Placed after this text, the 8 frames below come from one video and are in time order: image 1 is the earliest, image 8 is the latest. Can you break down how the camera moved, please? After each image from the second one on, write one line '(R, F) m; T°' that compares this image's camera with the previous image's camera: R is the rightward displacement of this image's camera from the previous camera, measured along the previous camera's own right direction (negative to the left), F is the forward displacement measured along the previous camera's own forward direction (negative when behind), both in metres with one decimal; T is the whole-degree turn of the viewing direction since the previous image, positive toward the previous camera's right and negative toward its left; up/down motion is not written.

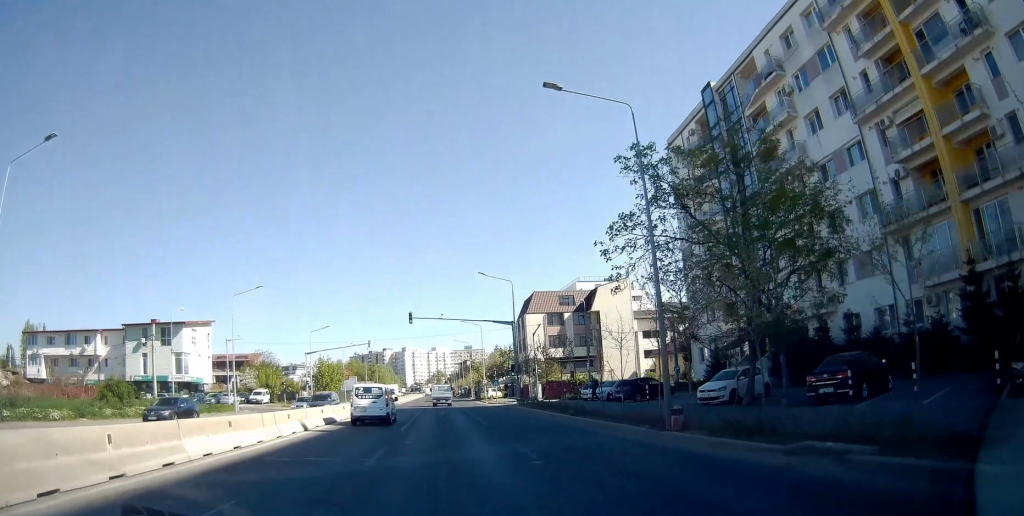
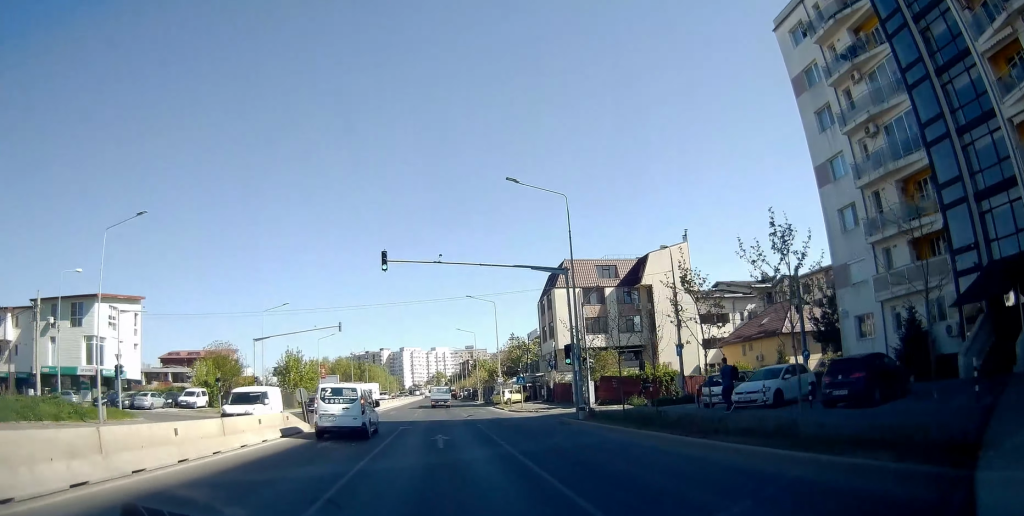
(+0.3, +21.1) m; 0°
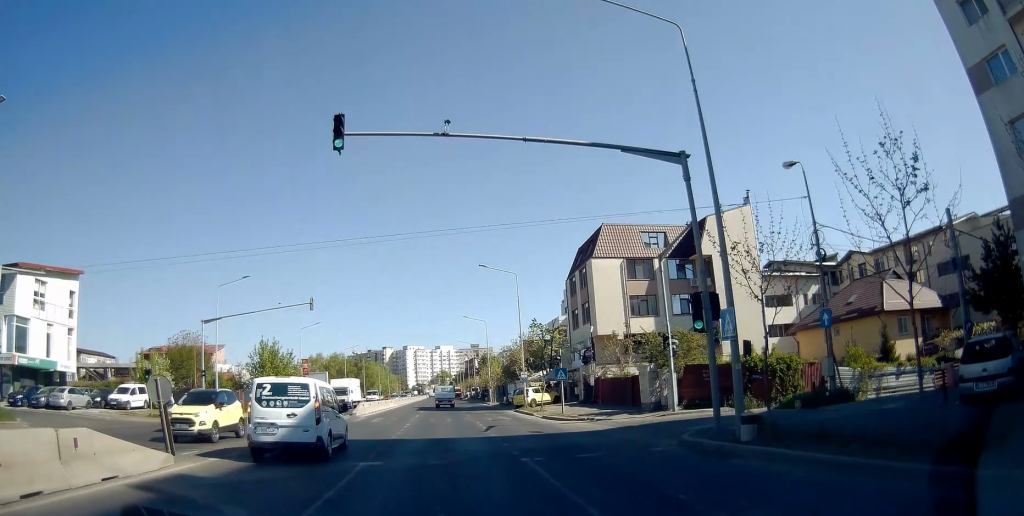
(-0.1, +13.5) m; -1°
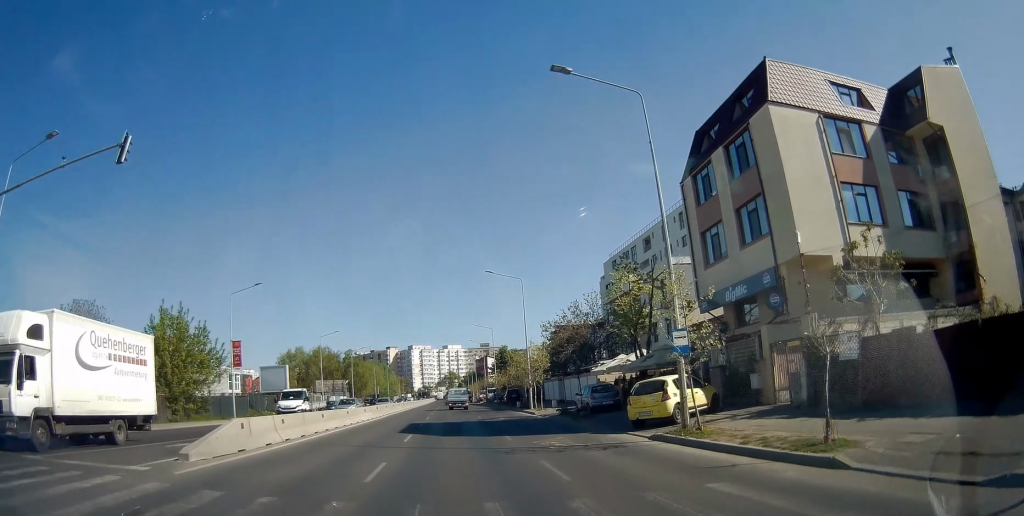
(0.0, +26.6) m; 0°
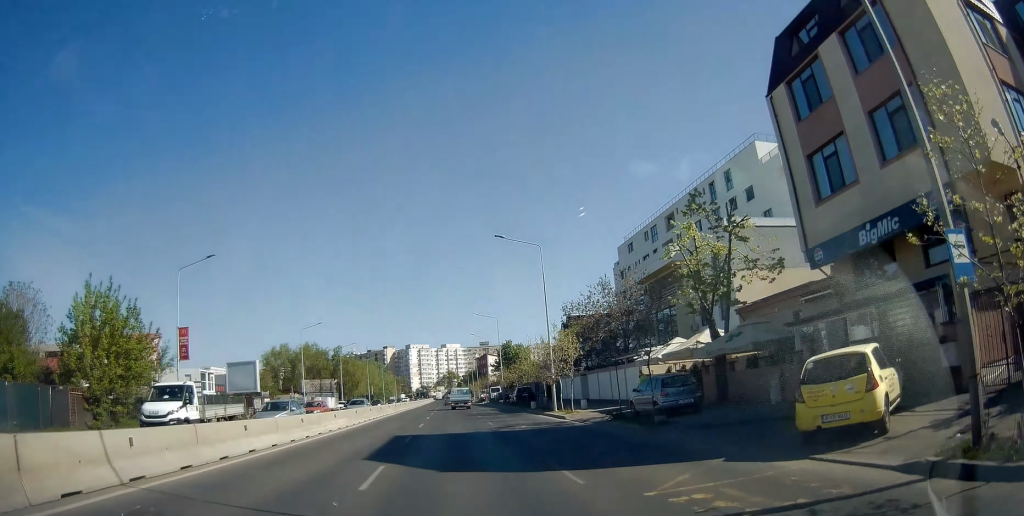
(0.0, +9.5) m; -1°
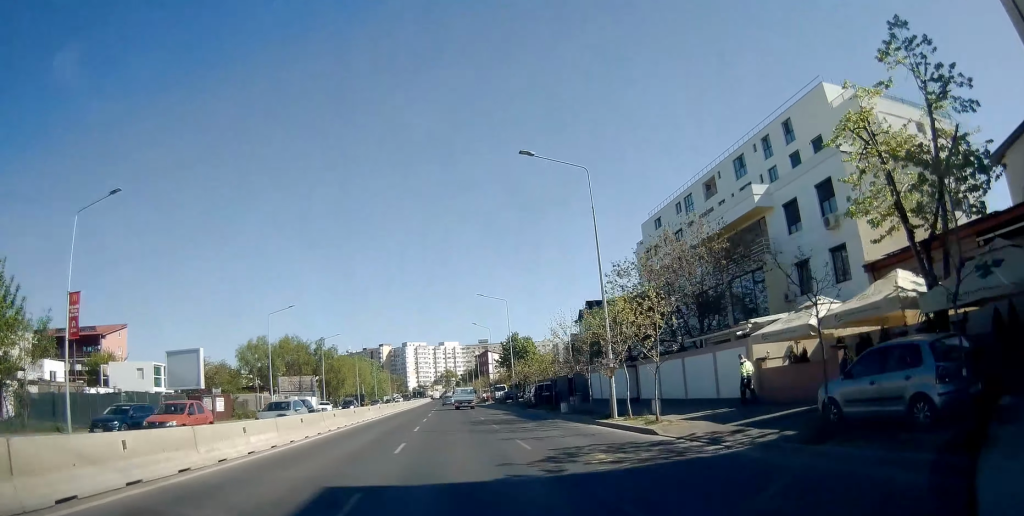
(-0.2, +12.3) m; 0°
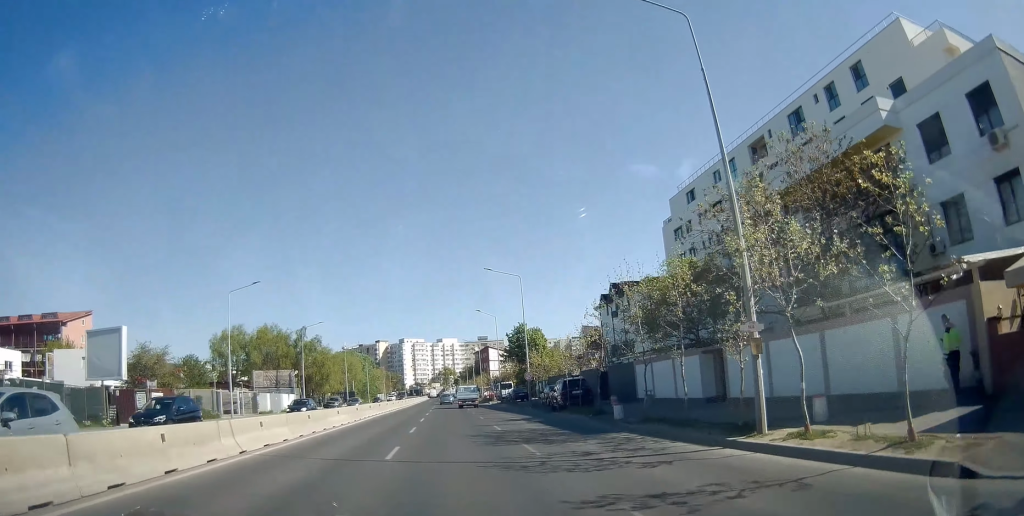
(+0.2, +10.8) m; +1°
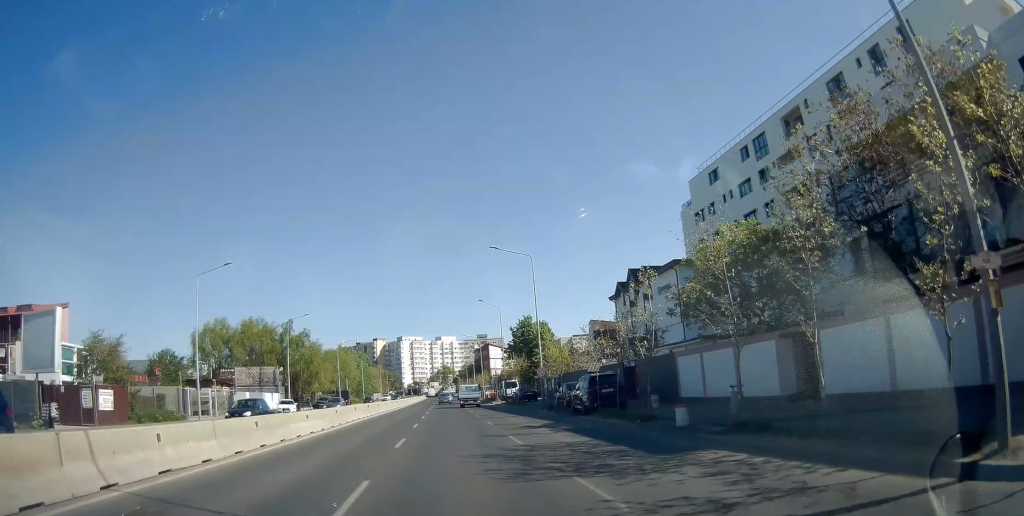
(+0.1, +6.4) m; 0°
